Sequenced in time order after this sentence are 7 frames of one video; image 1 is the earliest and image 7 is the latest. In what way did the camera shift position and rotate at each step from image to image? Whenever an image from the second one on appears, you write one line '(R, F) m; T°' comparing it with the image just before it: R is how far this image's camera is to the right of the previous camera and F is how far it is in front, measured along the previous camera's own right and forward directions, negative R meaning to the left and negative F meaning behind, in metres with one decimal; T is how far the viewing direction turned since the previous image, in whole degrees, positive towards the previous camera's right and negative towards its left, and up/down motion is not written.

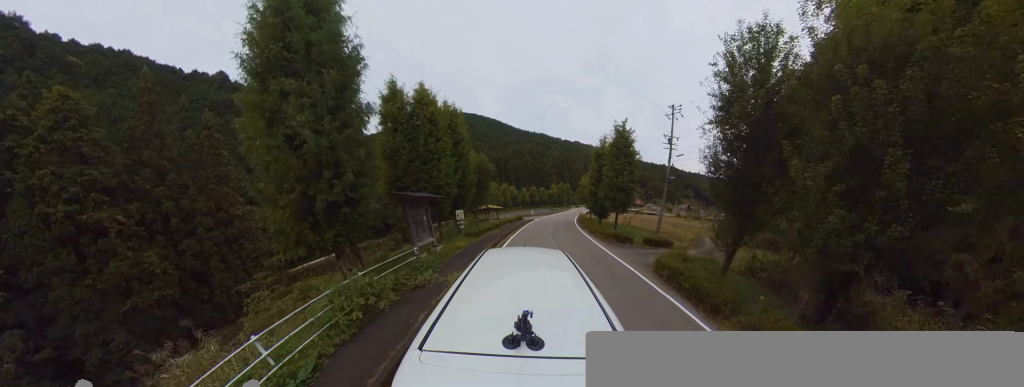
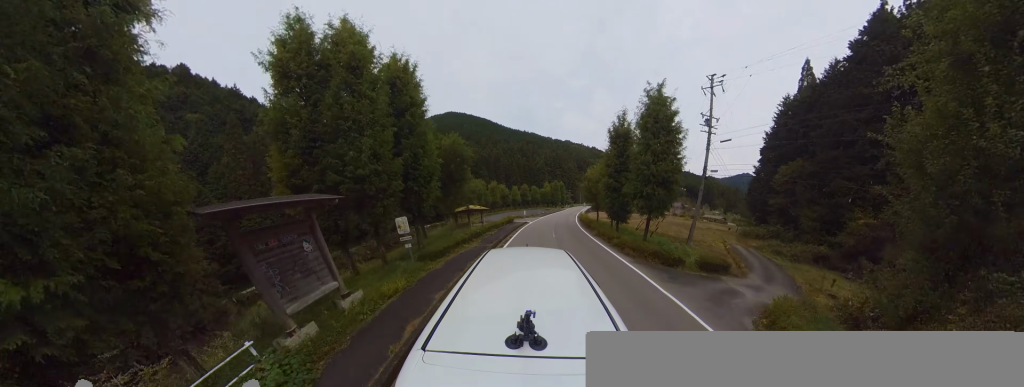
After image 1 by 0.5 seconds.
(+0.3, +6.3) m; +3°
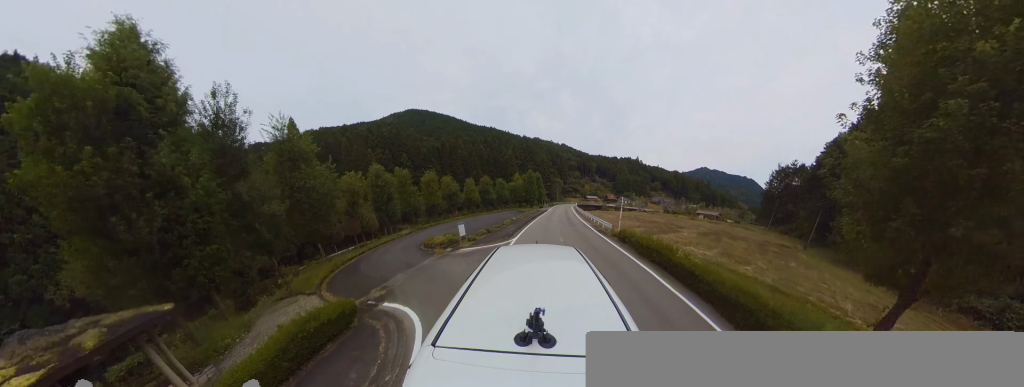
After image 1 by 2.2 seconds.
(+2.6, +22.7) m; +11°
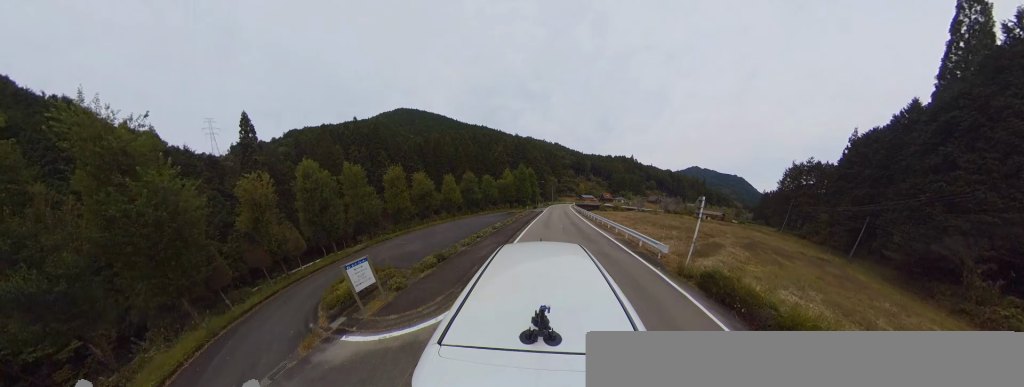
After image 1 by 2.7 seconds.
(+0.2, +7.5) m; -1°
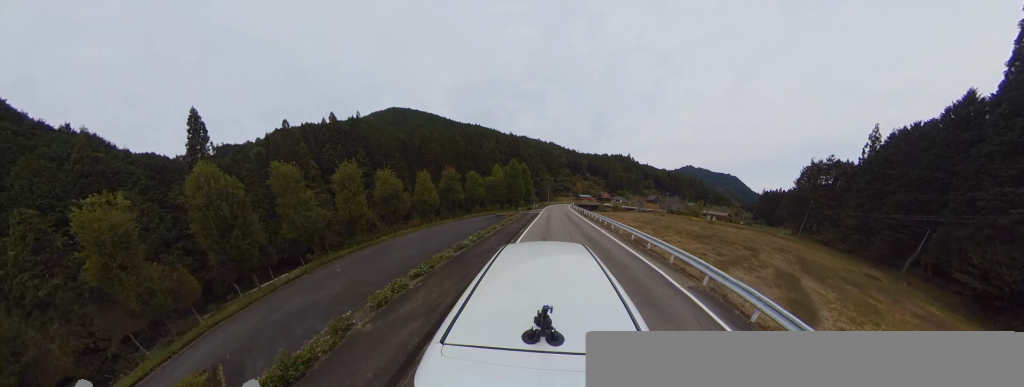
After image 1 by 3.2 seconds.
(-0.2, +6.6) m; -4°
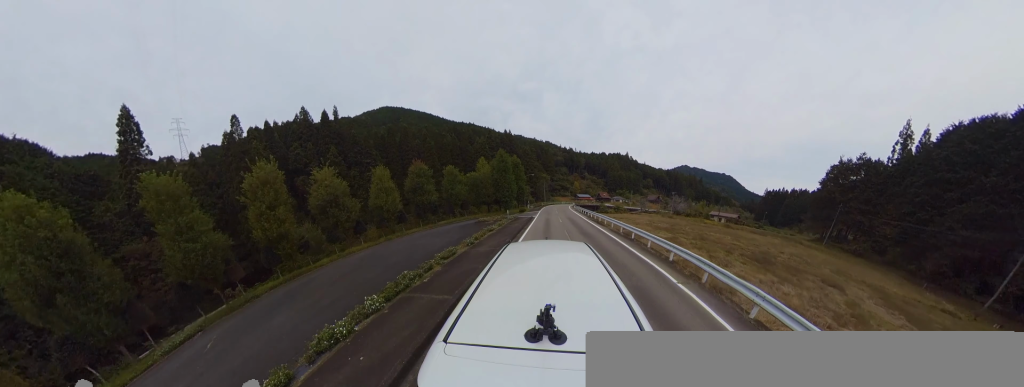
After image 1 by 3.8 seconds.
(-0.4, +7.8) m; -2°
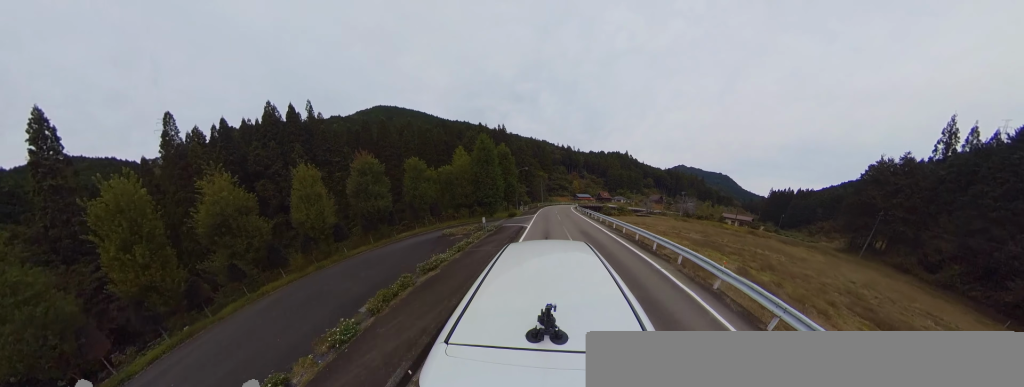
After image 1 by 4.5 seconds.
(-0.6, +8.6) m; 0°
